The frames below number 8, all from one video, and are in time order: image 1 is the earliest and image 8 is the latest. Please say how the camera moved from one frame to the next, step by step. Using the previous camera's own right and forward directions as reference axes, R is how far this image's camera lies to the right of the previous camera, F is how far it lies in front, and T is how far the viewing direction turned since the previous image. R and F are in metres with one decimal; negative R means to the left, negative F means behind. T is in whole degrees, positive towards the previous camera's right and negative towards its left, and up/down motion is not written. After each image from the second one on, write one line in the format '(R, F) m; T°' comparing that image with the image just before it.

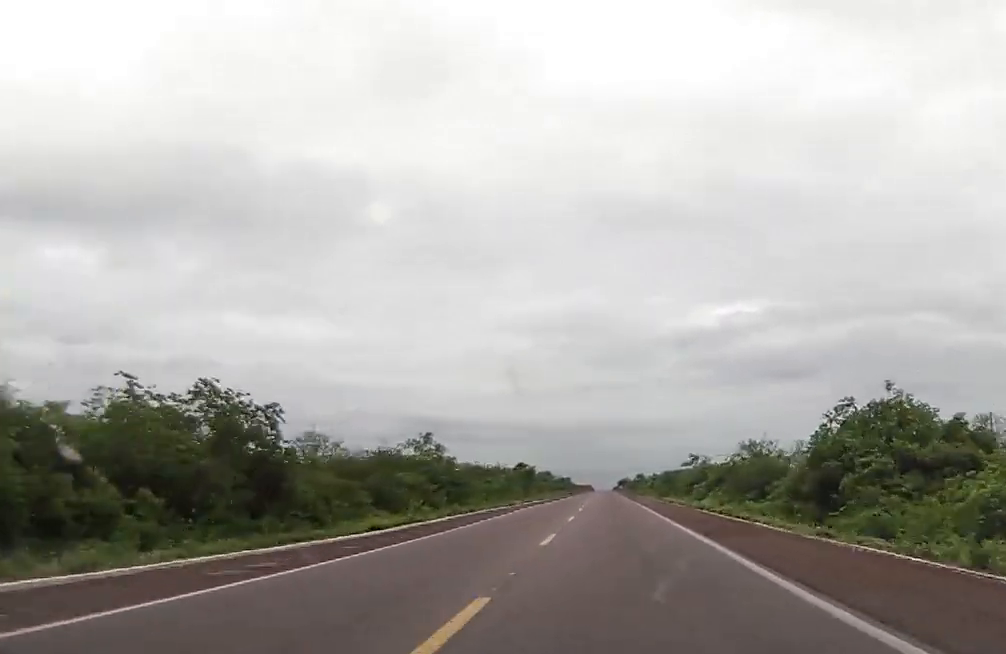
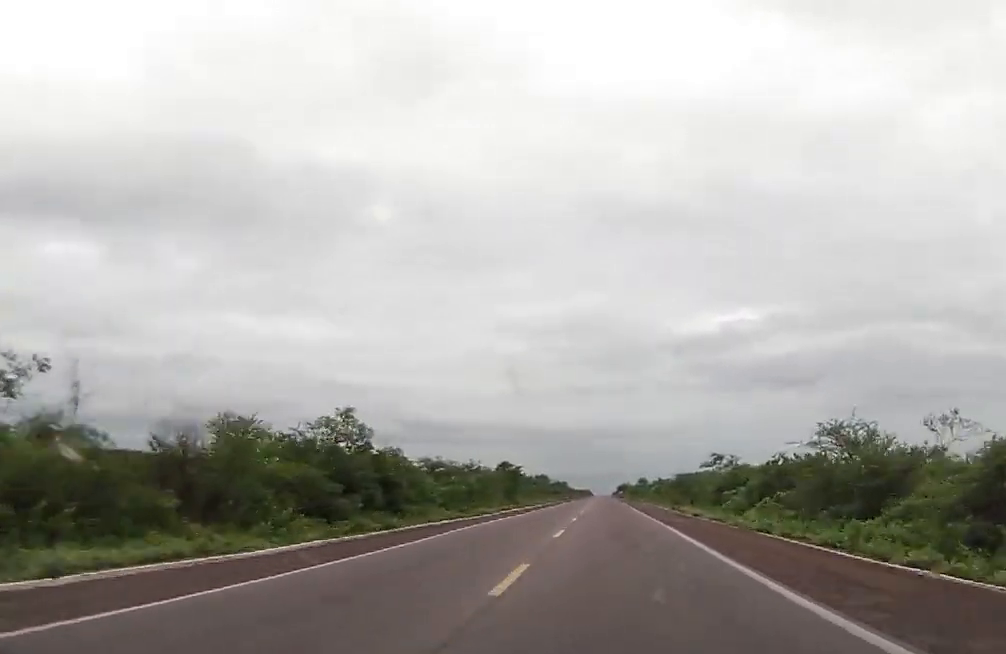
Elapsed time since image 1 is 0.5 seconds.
(+0.2, +19.4) m; 0°
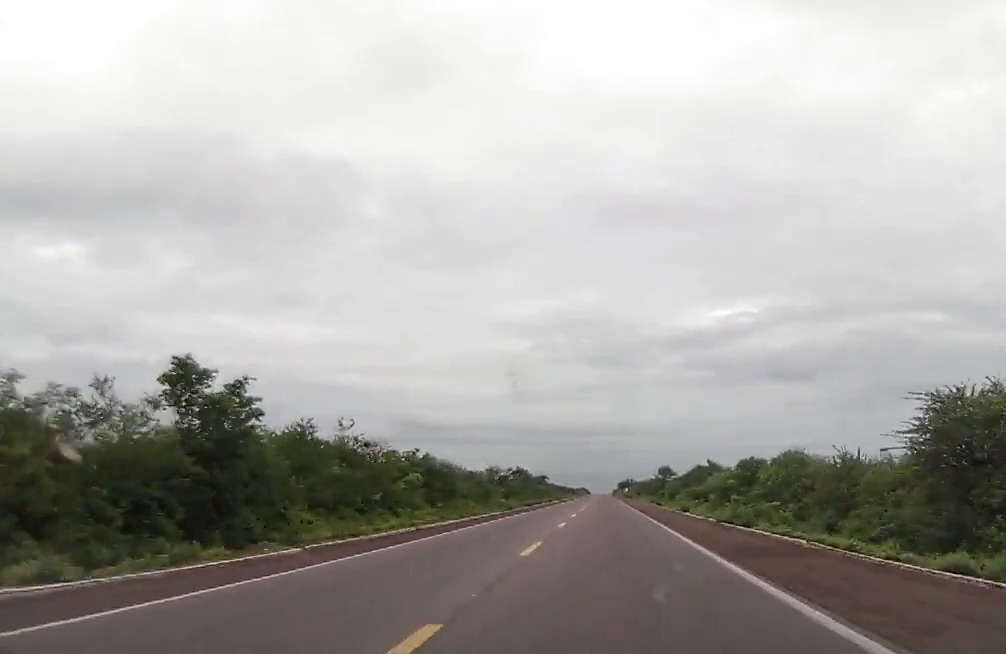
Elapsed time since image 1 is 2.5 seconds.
(-0.5, +79.1) m; 0°
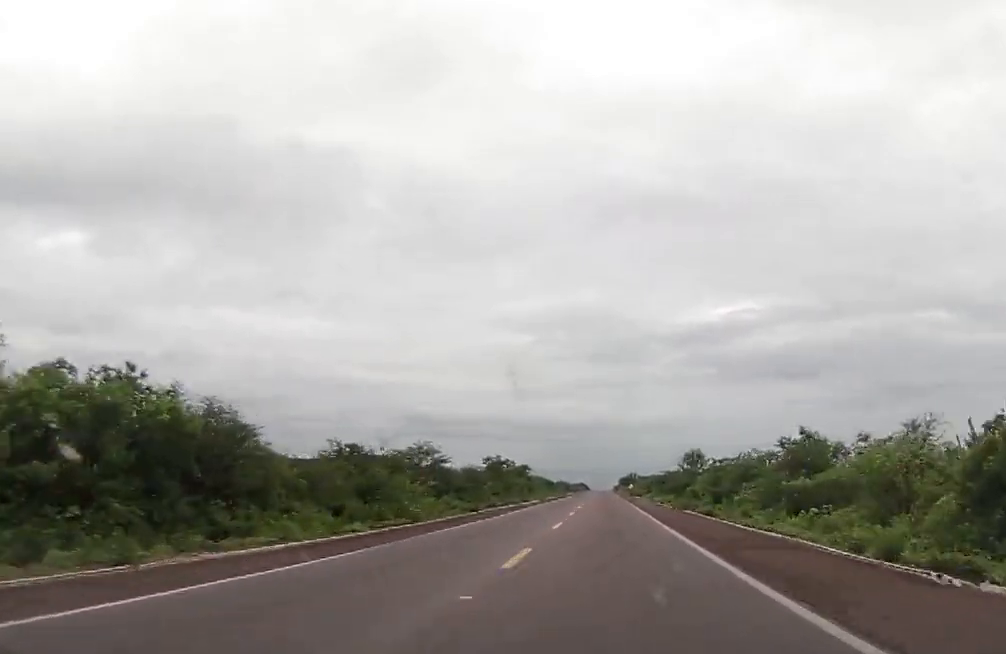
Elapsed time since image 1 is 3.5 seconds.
(+0.2, +38.9) m; 0°
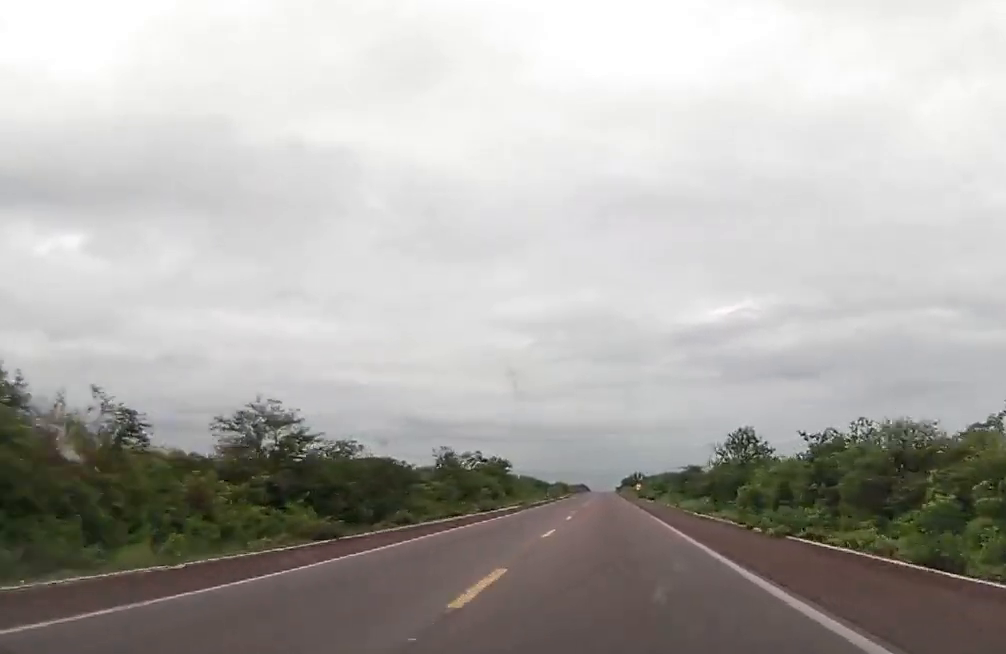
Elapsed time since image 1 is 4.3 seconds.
(+0.1, +28.7) m; 0°
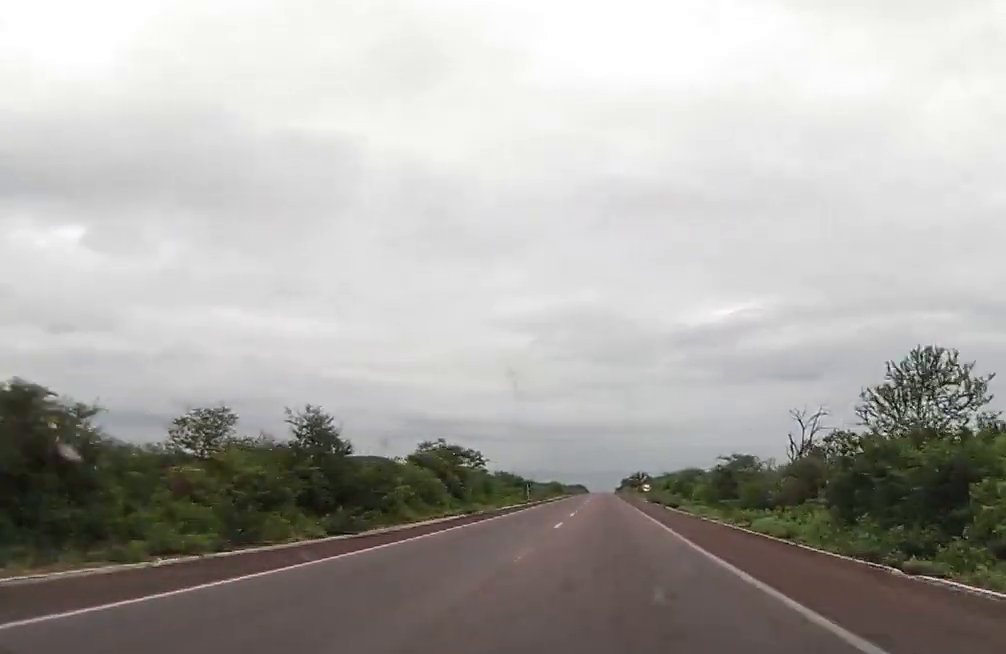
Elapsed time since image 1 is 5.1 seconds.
(-0.4, +31.3) m; 0°
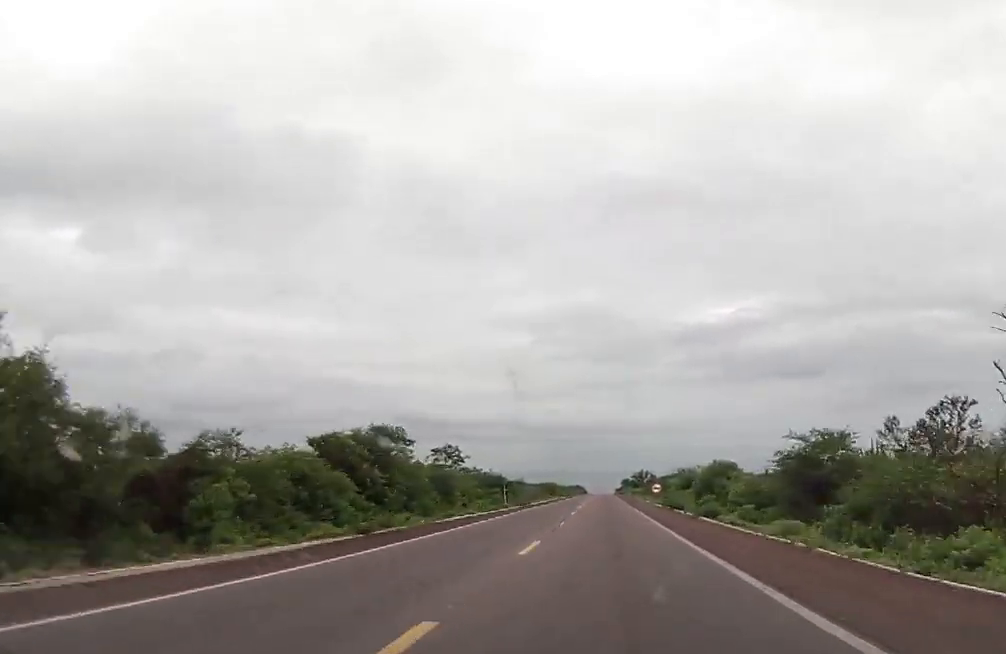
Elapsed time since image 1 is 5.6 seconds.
(+0.3, +22.1) m; 0°
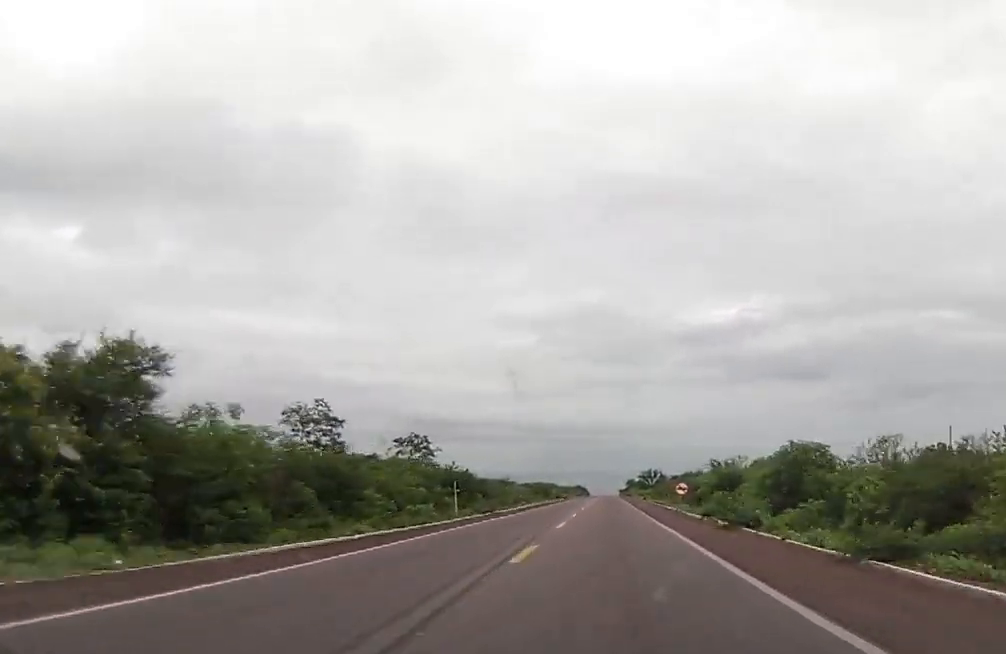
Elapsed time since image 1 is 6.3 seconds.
(+0.1, +26.1) m; 0°
